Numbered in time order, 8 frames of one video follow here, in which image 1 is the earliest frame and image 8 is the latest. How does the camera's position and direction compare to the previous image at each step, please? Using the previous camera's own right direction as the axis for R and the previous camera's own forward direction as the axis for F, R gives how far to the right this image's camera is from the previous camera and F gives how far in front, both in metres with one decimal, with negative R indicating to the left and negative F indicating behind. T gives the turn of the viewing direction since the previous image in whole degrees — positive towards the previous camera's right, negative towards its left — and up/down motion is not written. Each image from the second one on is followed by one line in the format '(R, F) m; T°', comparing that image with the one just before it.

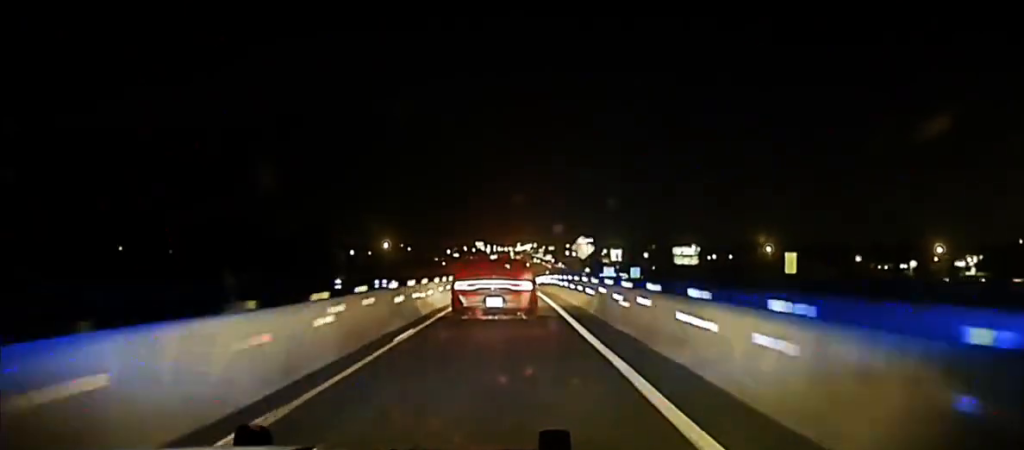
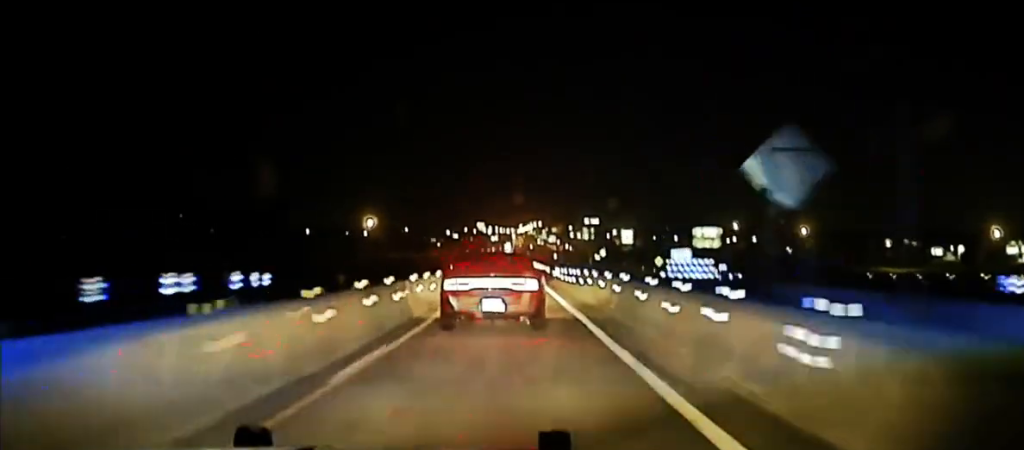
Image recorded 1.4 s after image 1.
(-0.2, +51.5) m; 0°
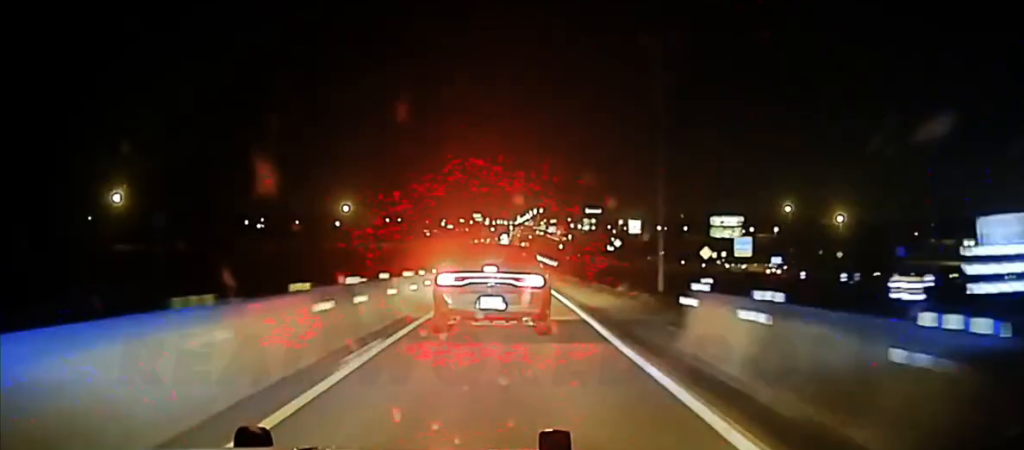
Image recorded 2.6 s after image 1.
(+0.1, +47.5) m; 0°
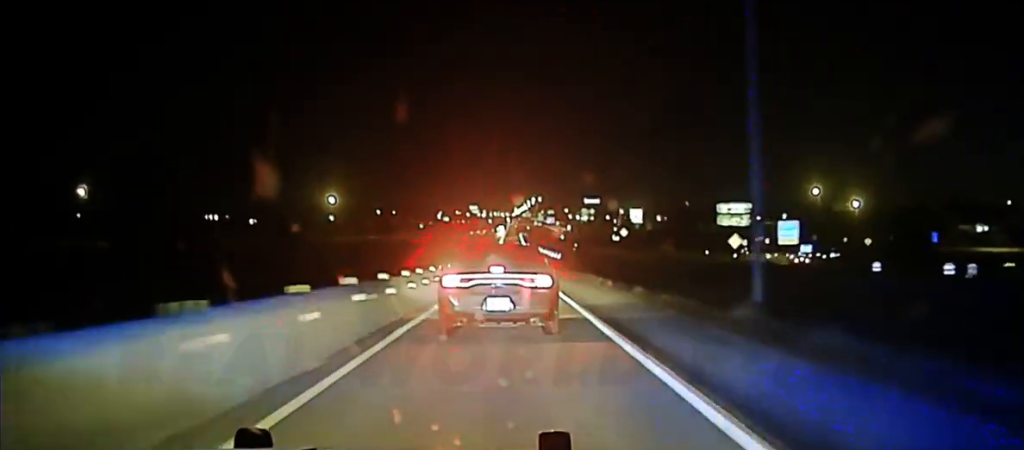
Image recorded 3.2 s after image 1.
(-0.3, +19.2) m; 0°
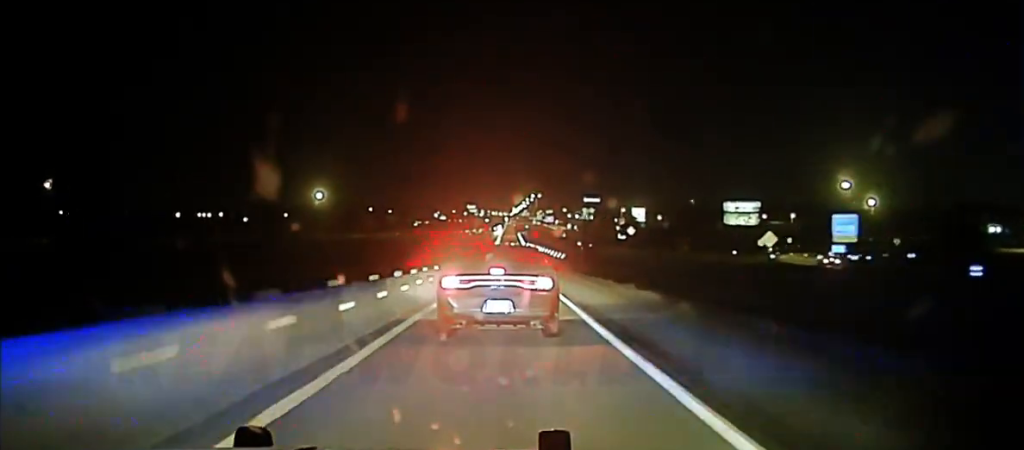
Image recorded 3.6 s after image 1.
(0.0, +16.6) m; 0°
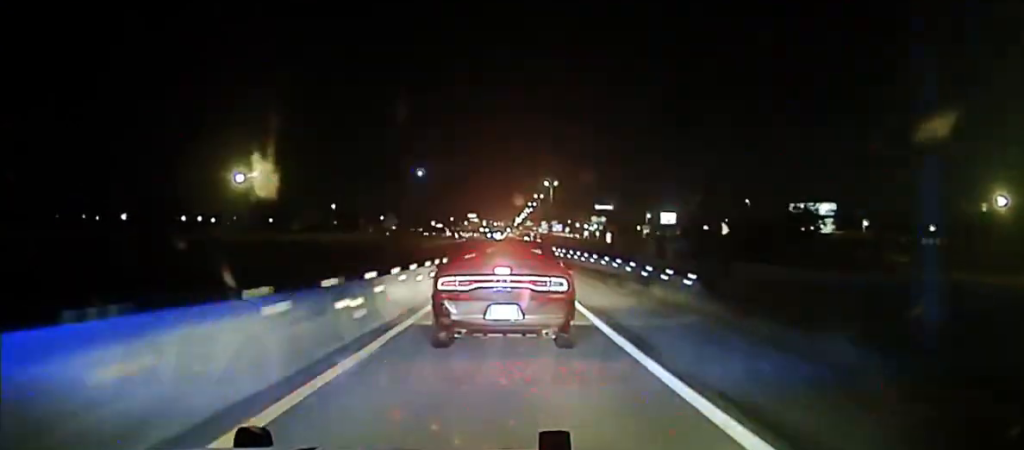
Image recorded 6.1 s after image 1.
(+0.3, +85.0) m; 0°
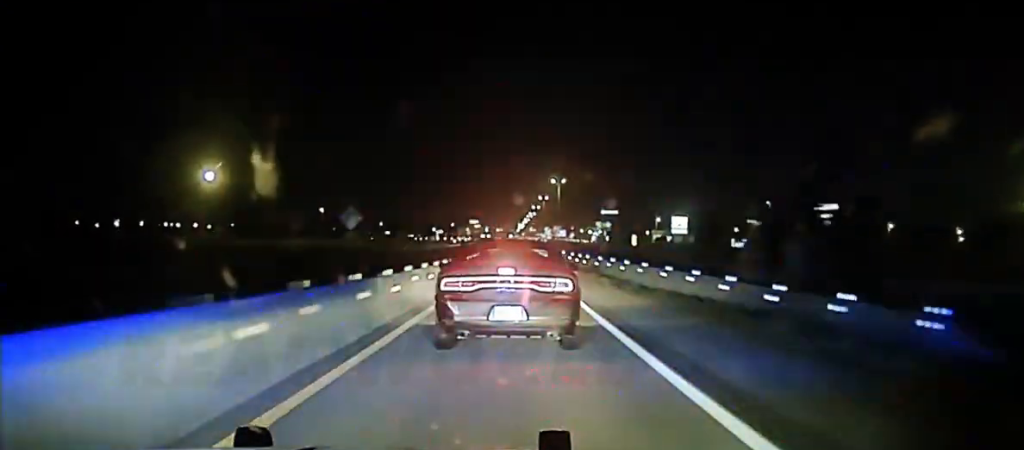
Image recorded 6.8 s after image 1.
(0.0, +21.6) m; 0°
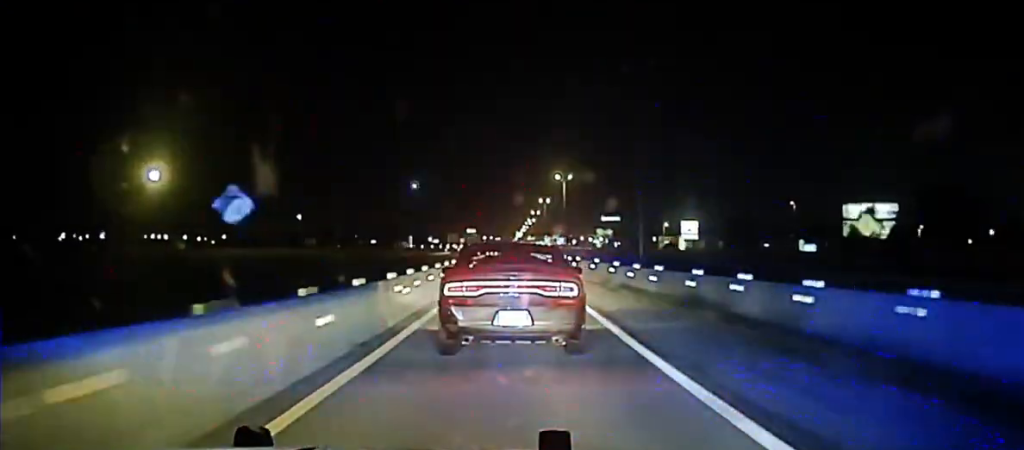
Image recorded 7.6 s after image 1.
(-0.3, +26.7) m; 0°
